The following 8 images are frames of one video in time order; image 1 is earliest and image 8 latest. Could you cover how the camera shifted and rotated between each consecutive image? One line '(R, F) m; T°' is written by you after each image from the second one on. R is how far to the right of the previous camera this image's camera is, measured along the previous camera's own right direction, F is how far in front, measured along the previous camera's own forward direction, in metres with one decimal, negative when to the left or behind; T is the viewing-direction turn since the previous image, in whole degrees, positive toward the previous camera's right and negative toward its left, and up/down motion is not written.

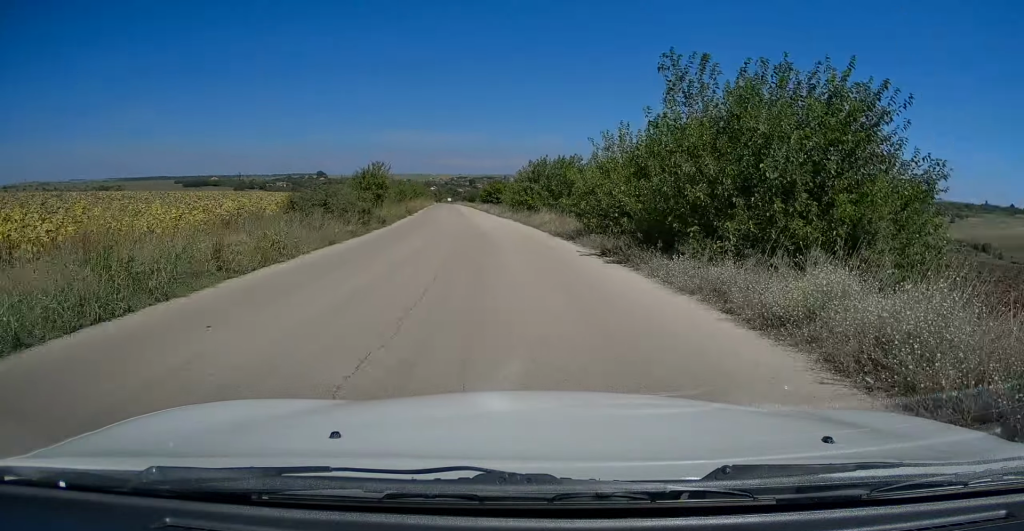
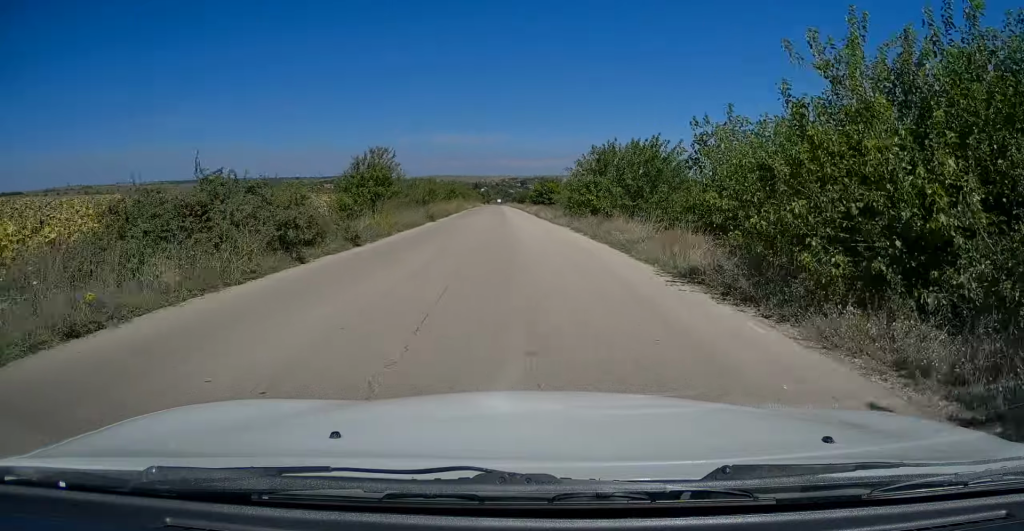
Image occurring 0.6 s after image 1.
(-0.6, +11.1) m; -5°
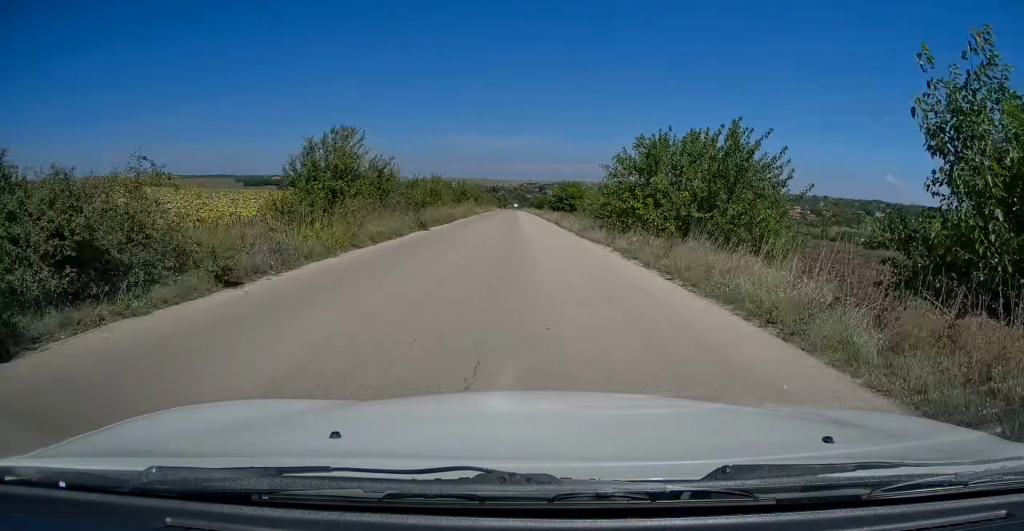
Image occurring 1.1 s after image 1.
(-0.4, +7.8) m; -2°
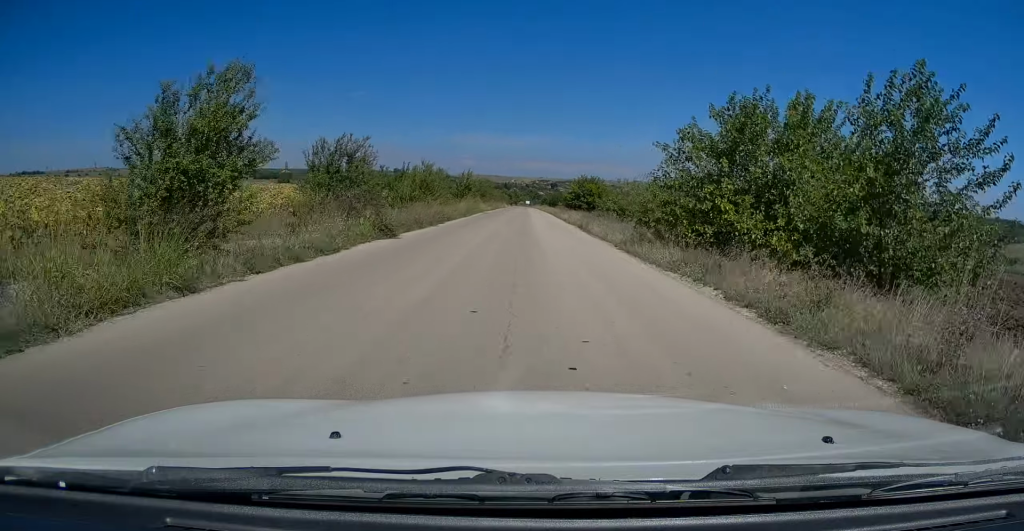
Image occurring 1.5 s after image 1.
(-0.2, +8.5) m; -2°
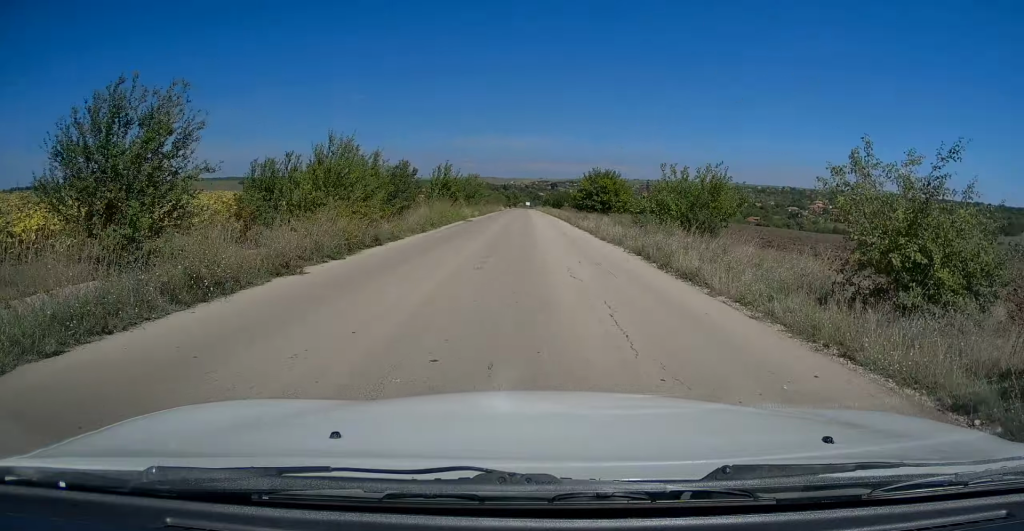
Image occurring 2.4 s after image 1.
(-0.2, +15.6) m; -2°
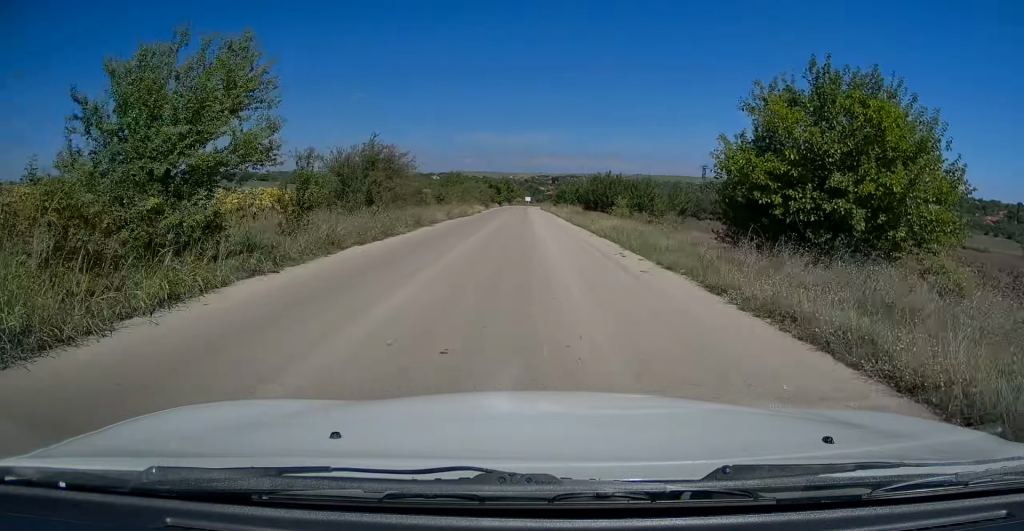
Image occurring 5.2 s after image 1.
(-0.4, +52.5) m; 0°
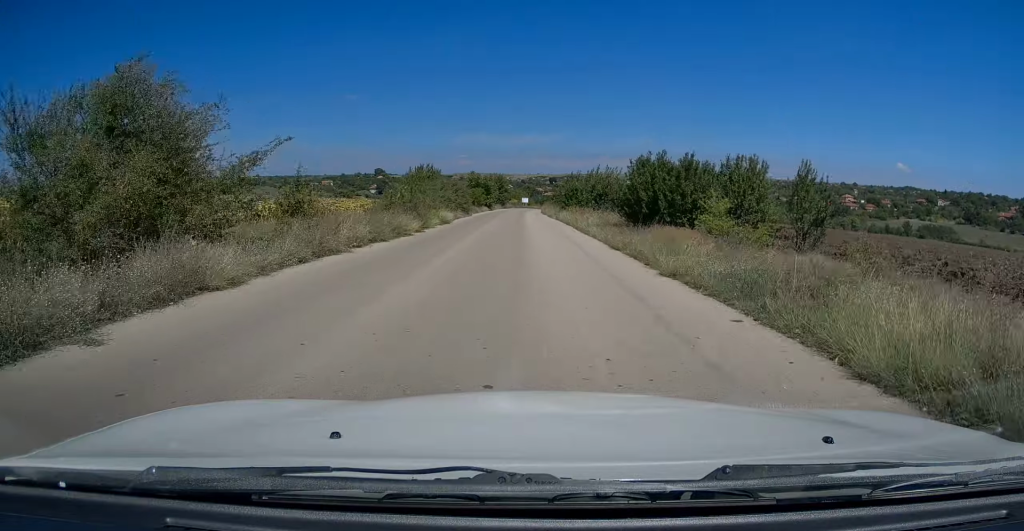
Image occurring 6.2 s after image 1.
(-0.2, +19.8) m; 0°
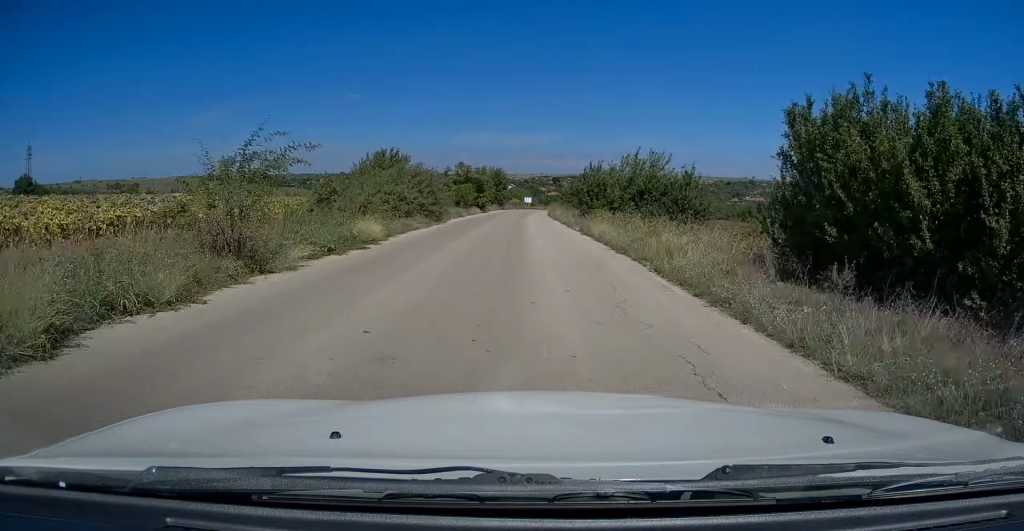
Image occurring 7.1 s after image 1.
(+0.1, +16.4) m; 0°
